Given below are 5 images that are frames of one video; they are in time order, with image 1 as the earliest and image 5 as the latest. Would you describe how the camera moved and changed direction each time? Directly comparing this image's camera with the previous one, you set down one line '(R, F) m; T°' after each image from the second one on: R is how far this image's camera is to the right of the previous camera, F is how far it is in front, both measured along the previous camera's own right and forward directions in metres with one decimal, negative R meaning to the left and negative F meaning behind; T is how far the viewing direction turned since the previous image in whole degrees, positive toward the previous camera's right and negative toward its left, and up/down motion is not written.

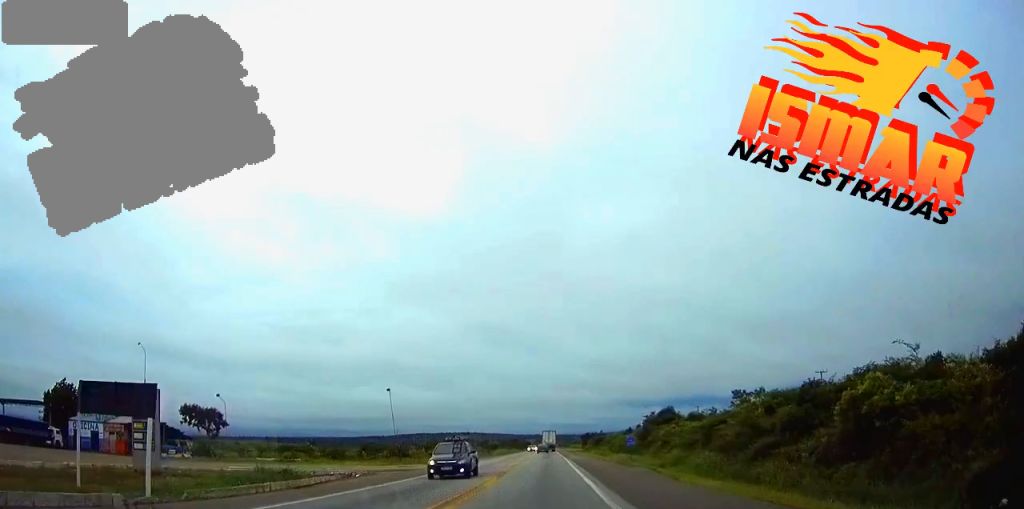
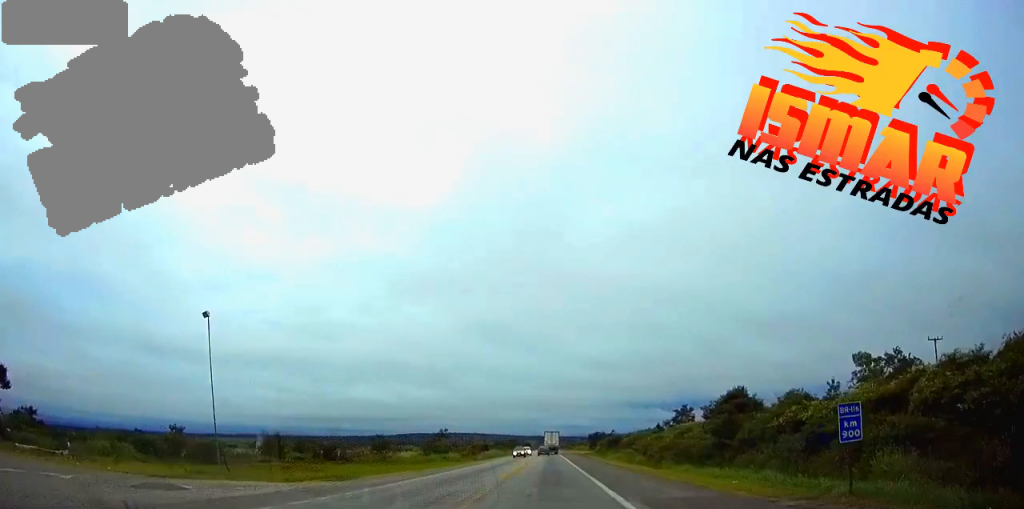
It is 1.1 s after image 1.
(+0.1, +38.8) m; 0°
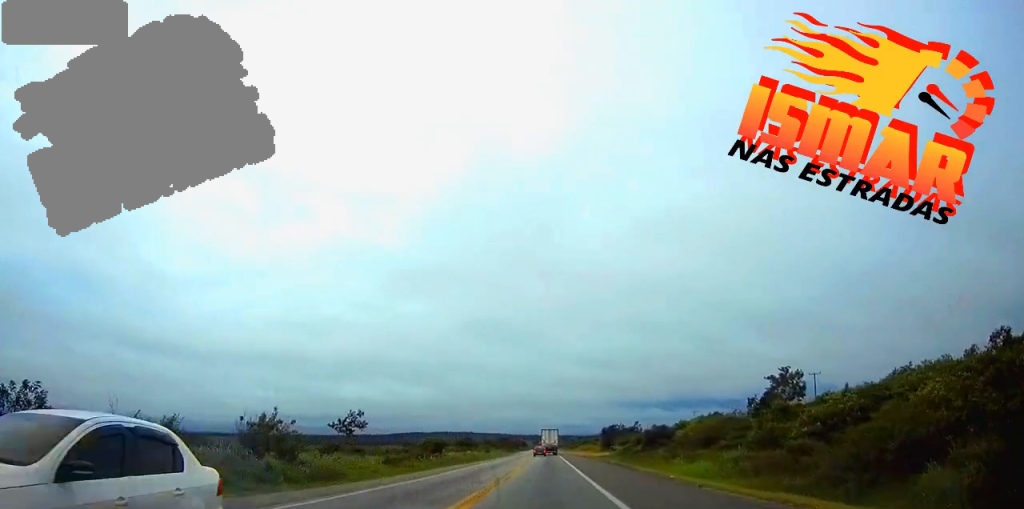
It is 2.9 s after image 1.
(-0.1, +60.0) m; 0°
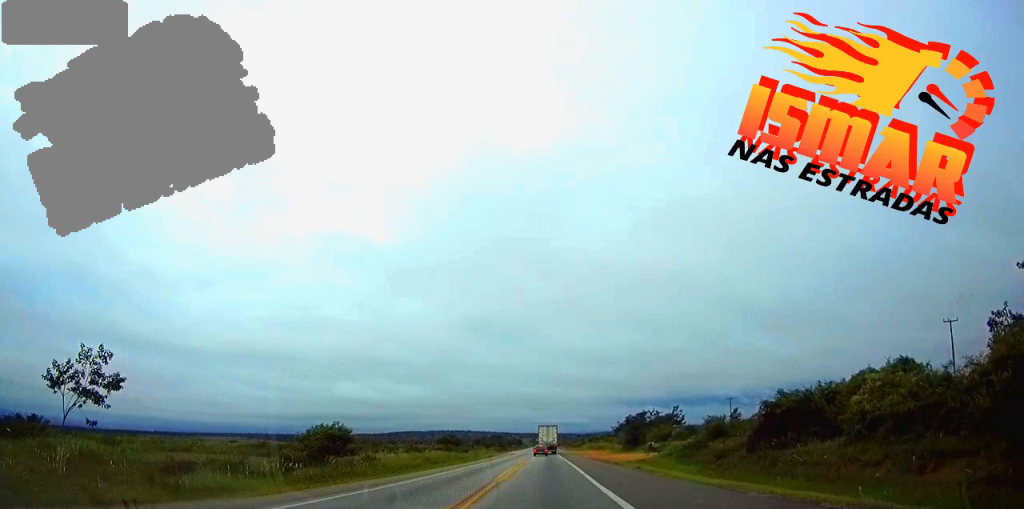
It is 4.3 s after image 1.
(+0.1, +47.2) m; 0°
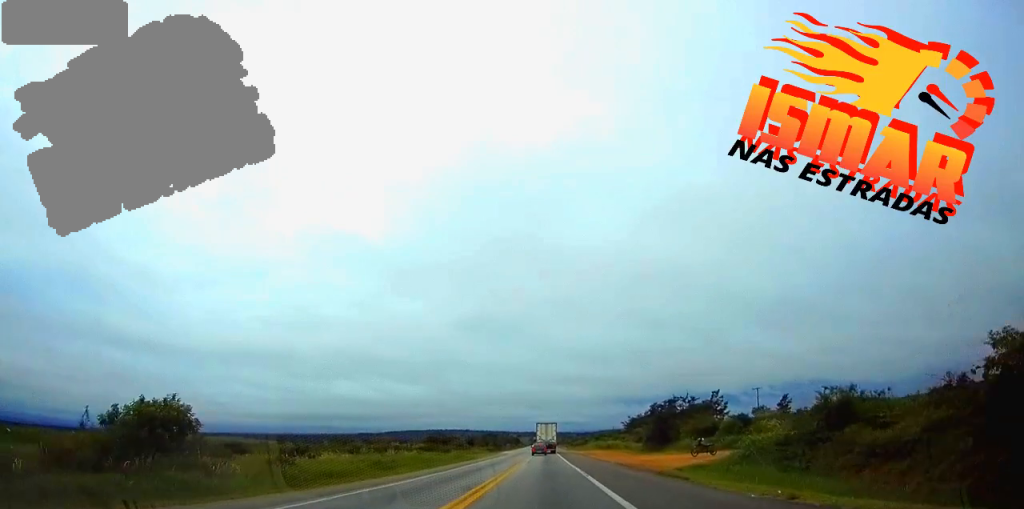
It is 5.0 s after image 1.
(0.0, +24.5) m; 0°
